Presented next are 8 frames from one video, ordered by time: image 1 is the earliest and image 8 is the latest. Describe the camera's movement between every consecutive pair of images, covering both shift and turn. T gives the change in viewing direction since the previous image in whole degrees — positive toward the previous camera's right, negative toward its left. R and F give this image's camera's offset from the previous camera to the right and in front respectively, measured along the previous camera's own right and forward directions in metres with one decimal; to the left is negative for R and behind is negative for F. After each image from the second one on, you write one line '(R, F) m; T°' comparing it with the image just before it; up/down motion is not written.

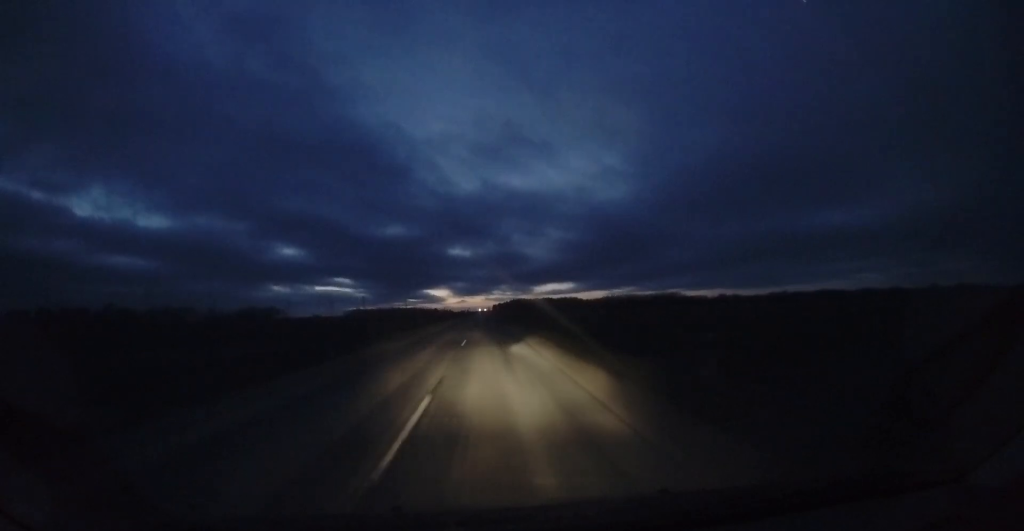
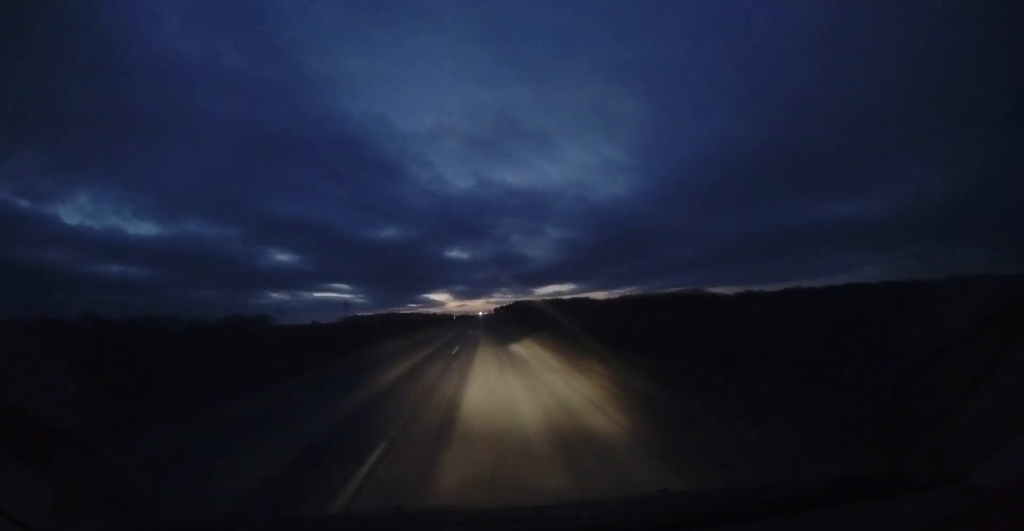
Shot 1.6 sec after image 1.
(+0.6, +38.4) m; +2°
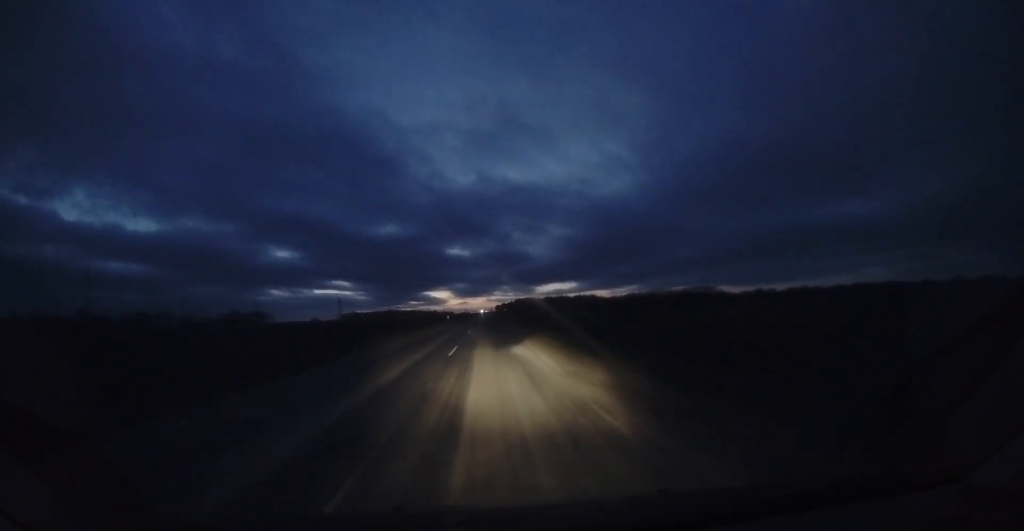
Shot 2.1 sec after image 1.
(+0.1, +12.6) m; 0°
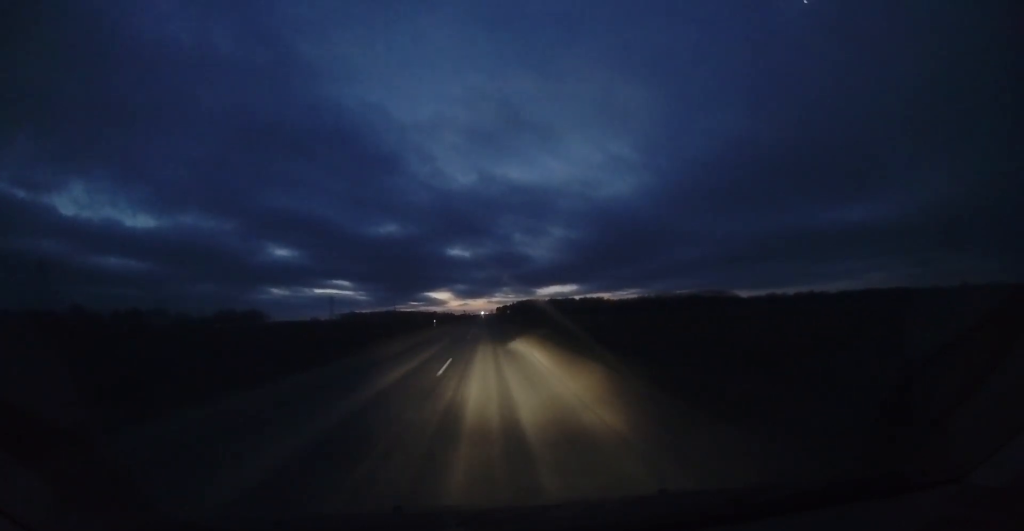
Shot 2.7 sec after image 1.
(-0.1, +14.7) m; 0°
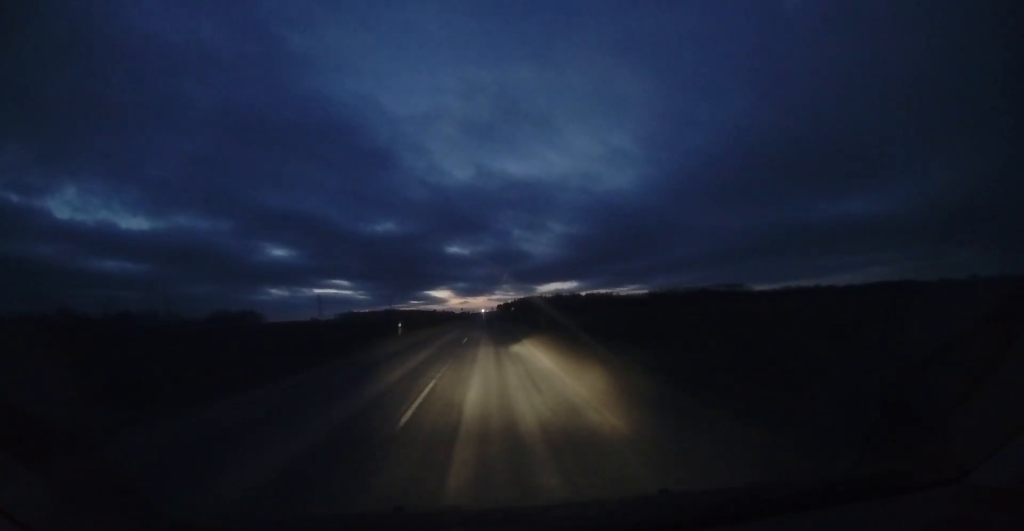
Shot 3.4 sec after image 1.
(0.0, +16.5) m; 0°
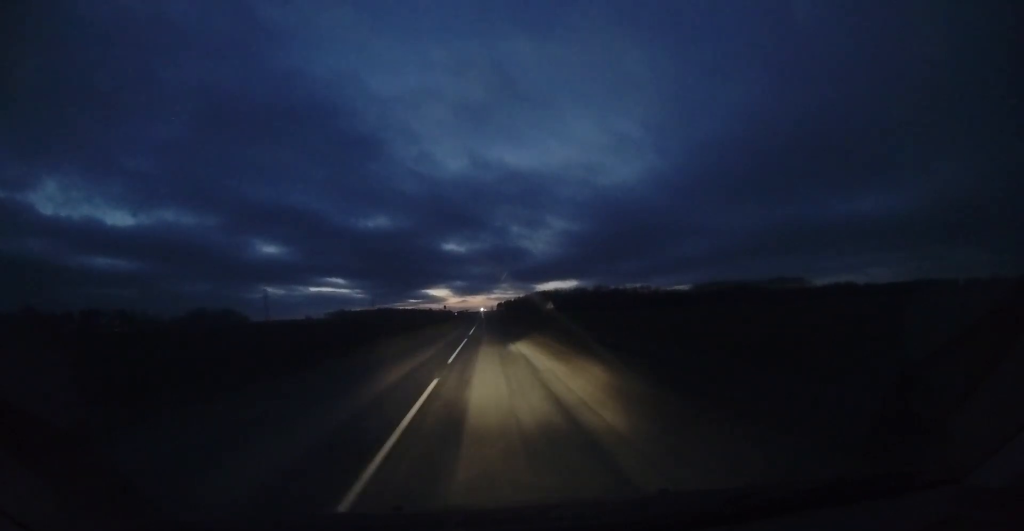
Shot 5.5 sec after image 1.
(-1.2, +54.4) m; -2°
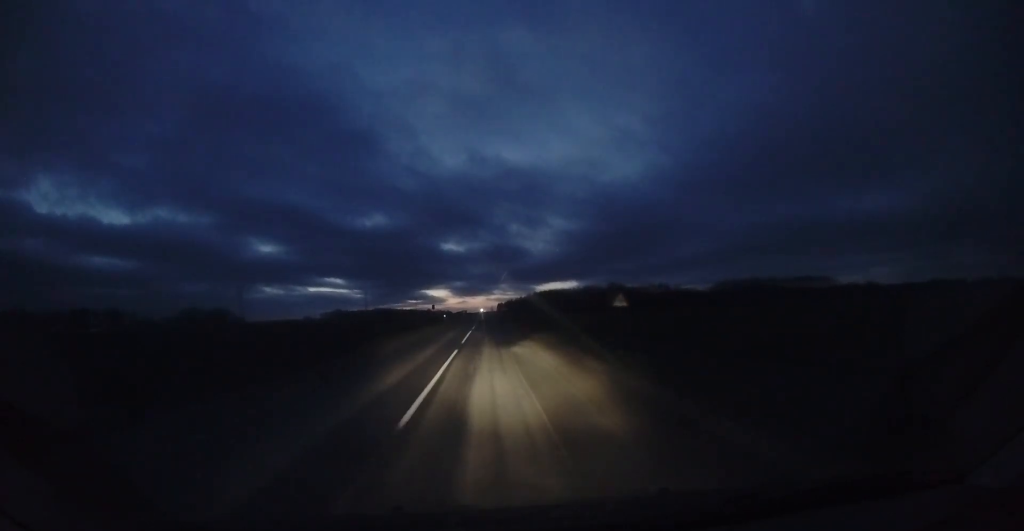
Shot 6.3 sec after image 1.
(-0.1, +18.3) m; -1°
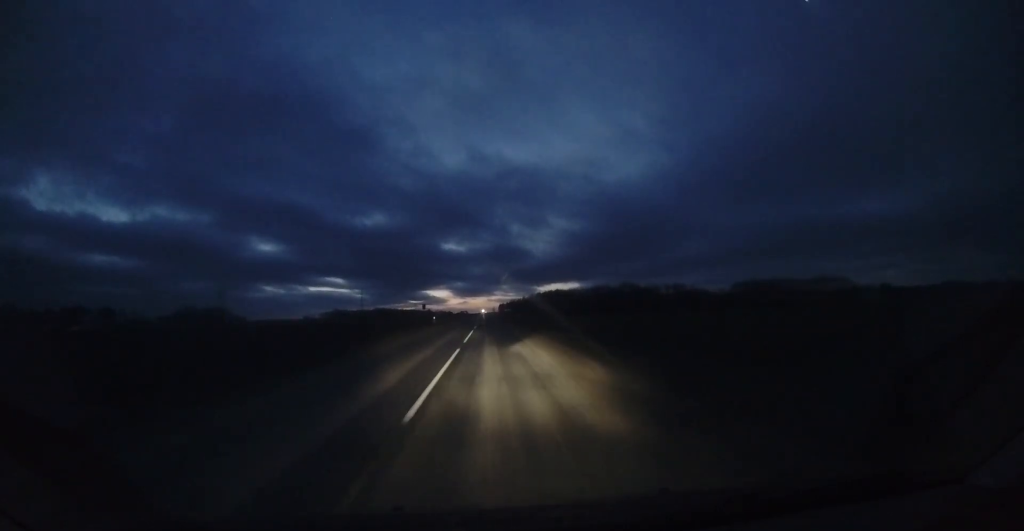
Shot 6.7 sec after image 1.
(0.0, +11.6) m; 0°
